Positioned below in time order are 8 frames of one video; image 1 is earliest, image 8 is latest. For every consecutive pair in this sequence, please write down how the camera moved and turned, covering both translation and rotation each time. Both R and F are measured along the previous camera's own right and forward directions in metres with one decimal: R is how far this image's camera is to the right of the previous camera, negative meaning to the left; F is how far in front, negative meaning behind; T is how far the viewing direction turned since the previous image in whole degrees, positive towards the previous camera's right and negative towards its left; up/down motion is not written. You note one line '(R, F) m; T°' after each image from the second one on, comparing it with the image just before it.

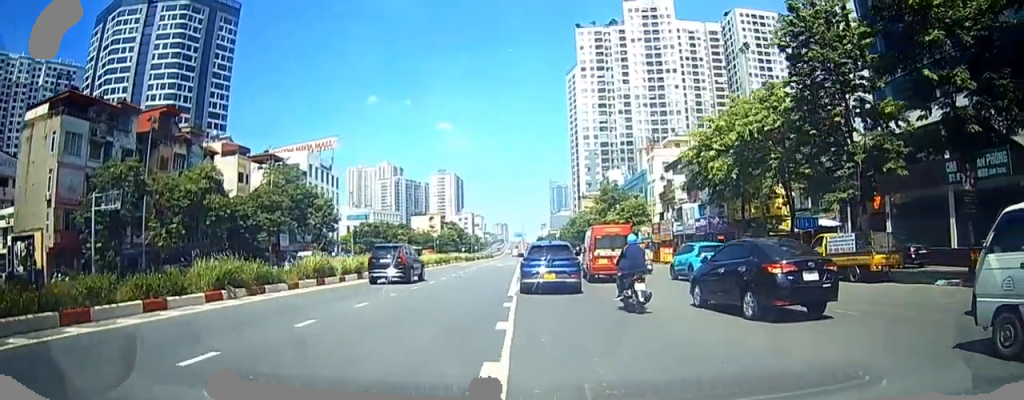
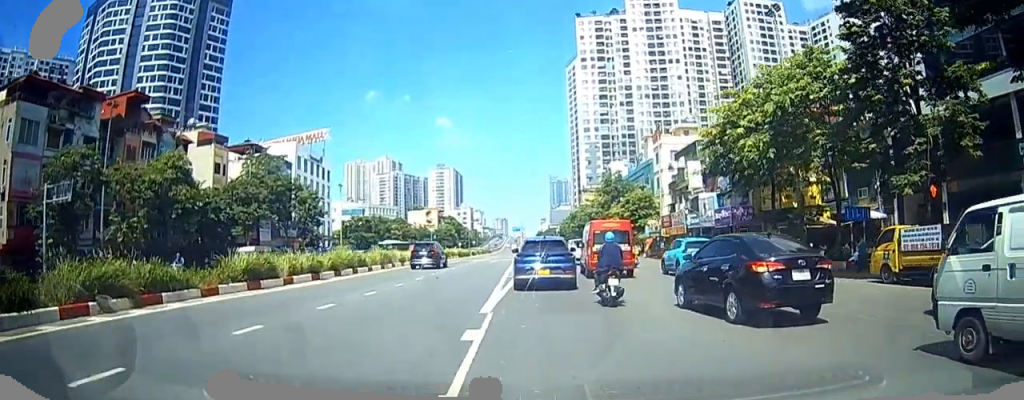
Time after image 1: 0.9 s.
(-0.1, +6.6) m; 0°
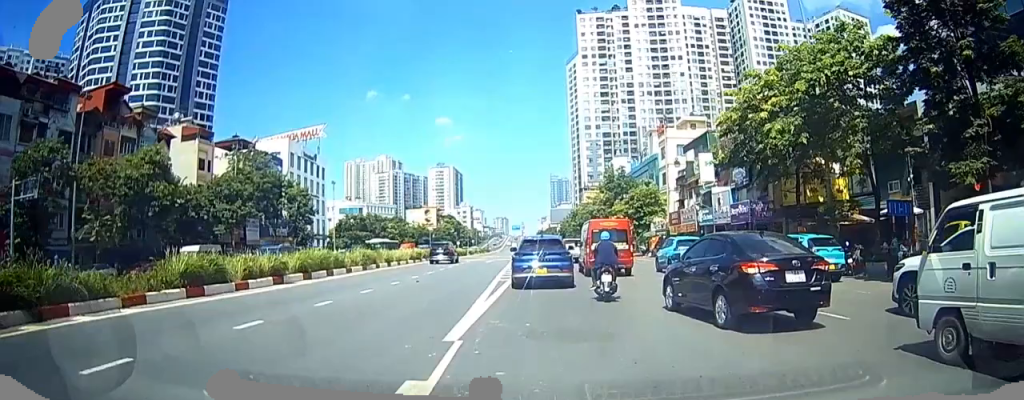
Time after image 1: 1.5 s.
(-0.1, +4.5) m; +1°
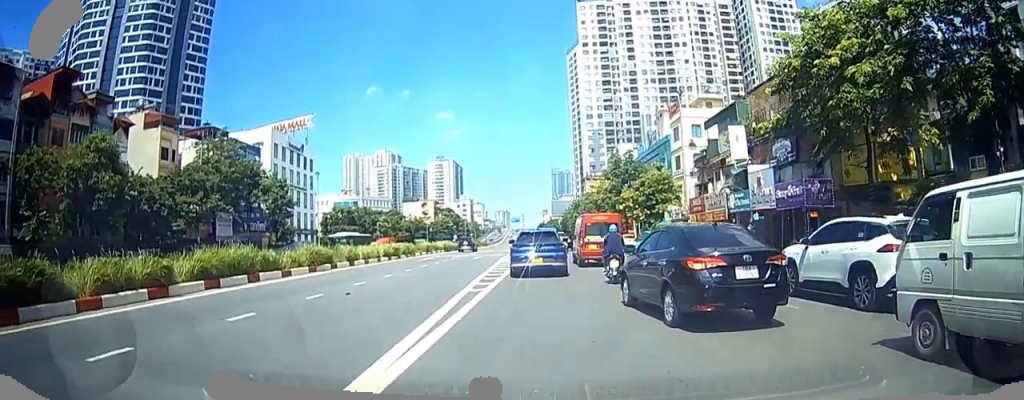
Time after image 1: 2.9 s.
(+0.4, +10.5) m; +2°
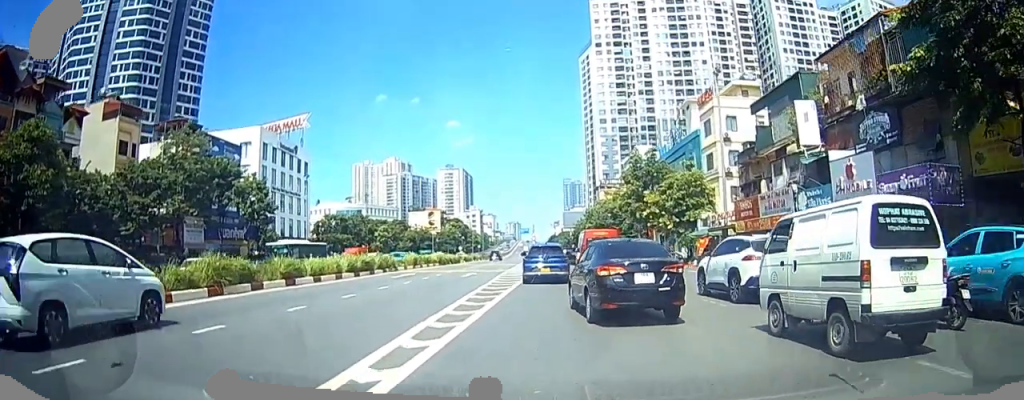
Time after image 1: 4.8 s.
(-0.1, +13.6) m; -1°
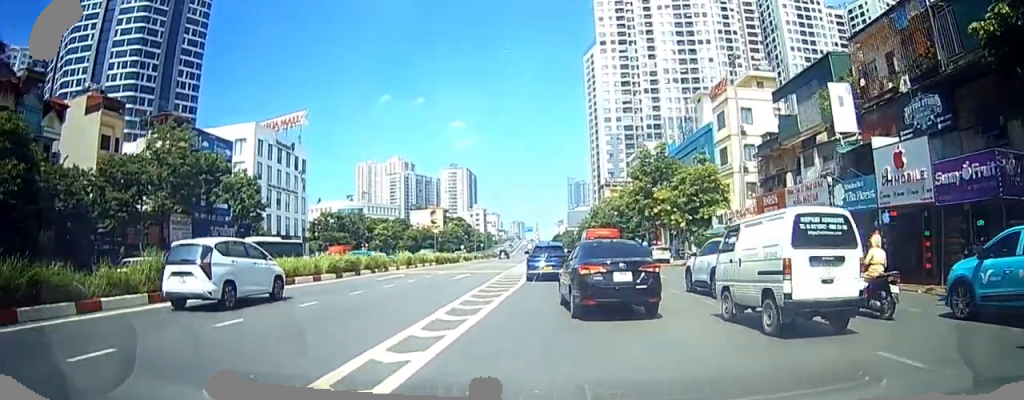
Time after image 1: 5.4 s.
(0.0, +4.4) m; 0°
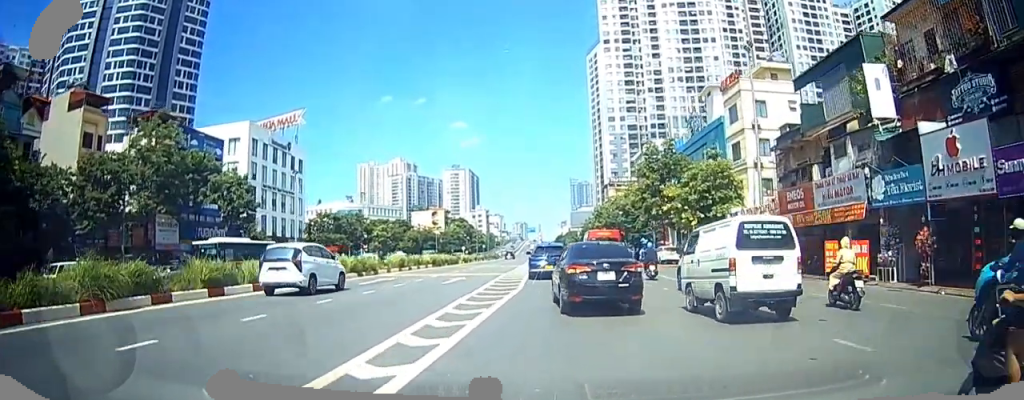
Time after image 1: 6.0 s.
(0.0, +3.4) m; 0°
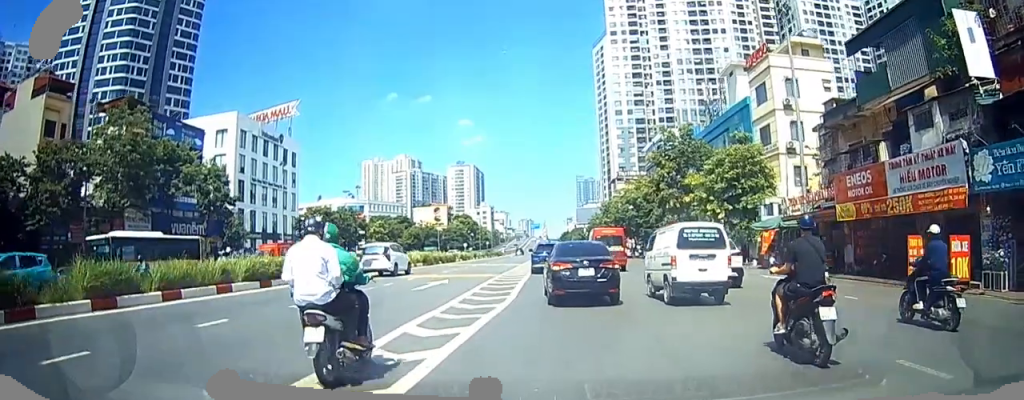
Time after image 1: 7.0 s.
(0.0, +5.9) m; -3°
